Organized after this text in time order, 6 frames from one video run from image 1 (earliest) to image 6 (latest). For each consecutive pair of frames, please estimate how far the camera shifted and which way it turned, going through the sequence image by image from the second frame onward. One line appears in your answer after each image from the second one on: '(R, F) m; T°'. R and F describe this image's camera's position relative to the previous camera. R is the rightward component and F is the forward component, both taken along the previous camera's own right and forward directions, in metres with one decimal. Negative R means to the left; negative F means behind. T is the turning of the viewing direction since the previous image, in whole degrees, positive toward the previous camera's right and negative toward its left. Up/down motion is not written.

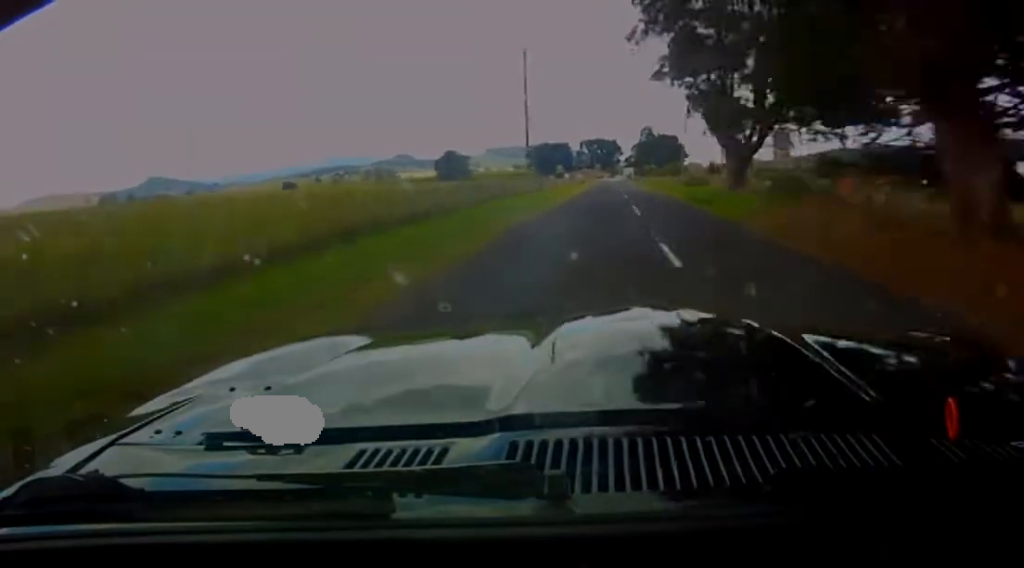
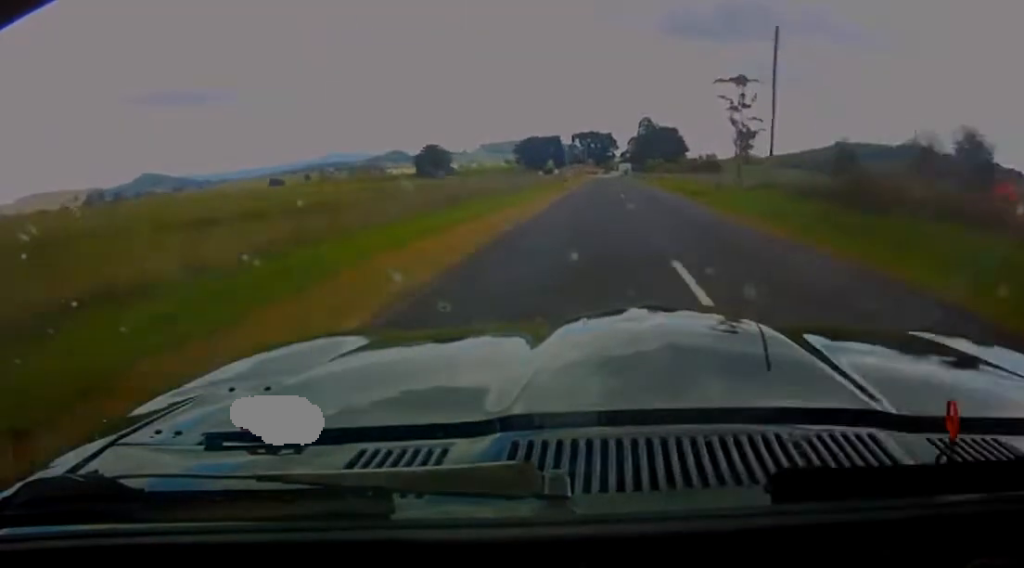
(+0.2, +38.4) m; 0°
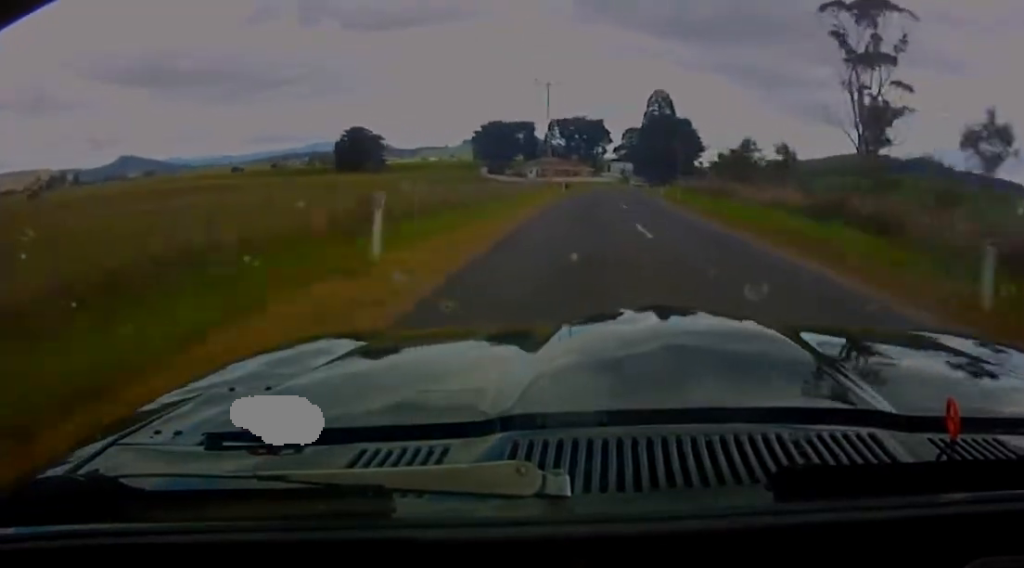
(+2.1, +116.9) m; +3°
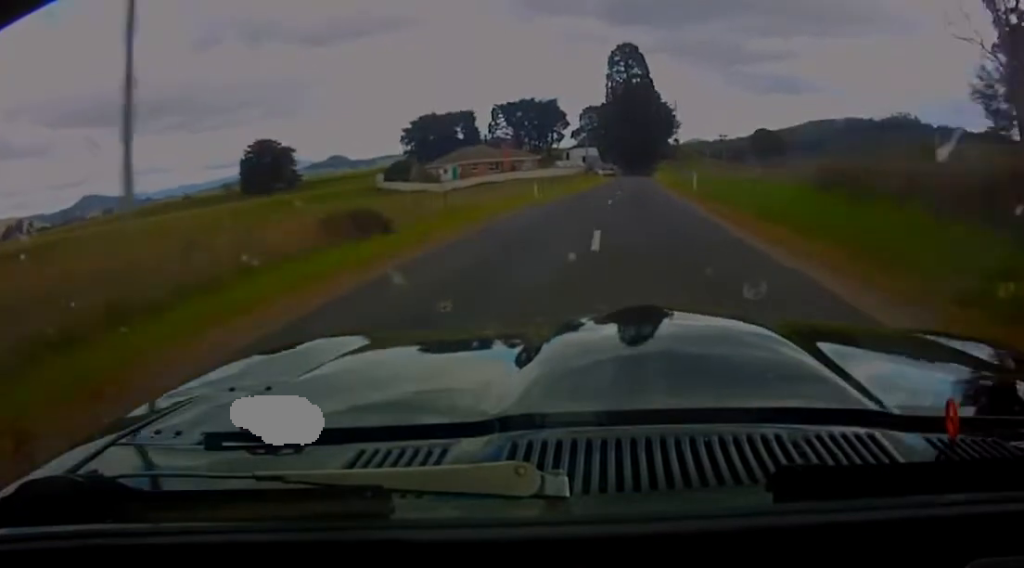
(+1.1, +55.9) m; +3°
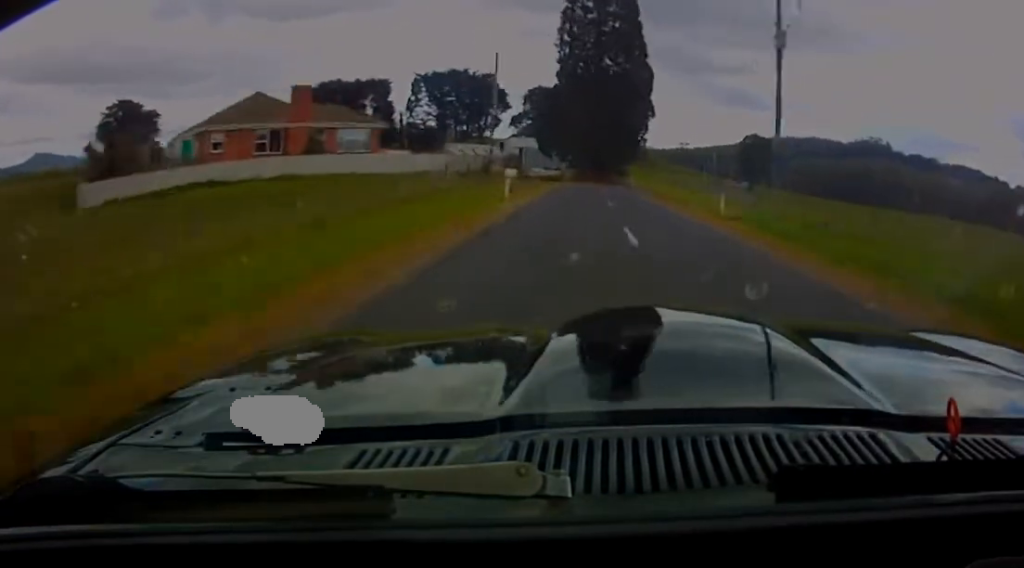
(+2.4, +64.4) m; +6°
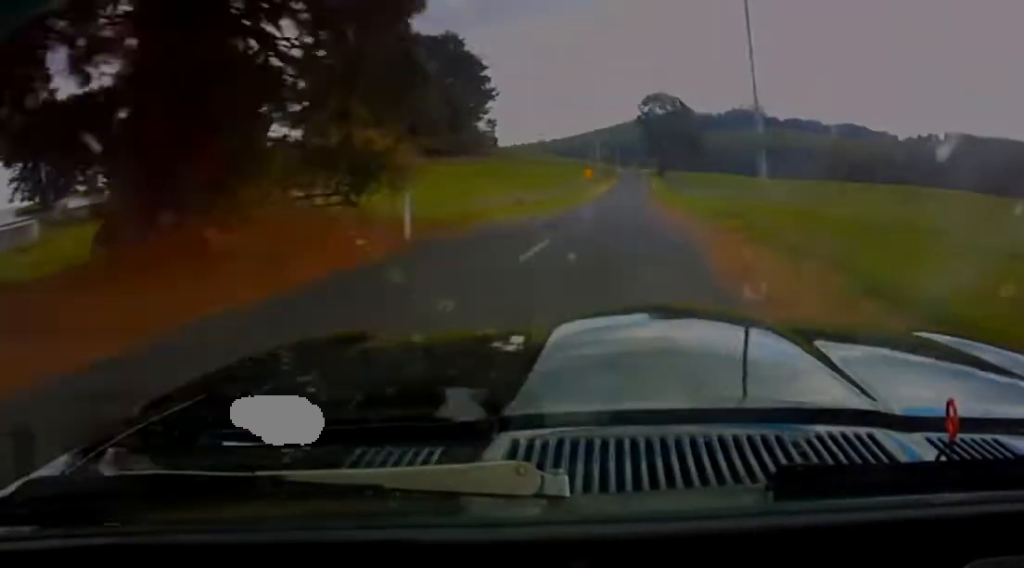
(+6.7, +79.6) m; +8°
